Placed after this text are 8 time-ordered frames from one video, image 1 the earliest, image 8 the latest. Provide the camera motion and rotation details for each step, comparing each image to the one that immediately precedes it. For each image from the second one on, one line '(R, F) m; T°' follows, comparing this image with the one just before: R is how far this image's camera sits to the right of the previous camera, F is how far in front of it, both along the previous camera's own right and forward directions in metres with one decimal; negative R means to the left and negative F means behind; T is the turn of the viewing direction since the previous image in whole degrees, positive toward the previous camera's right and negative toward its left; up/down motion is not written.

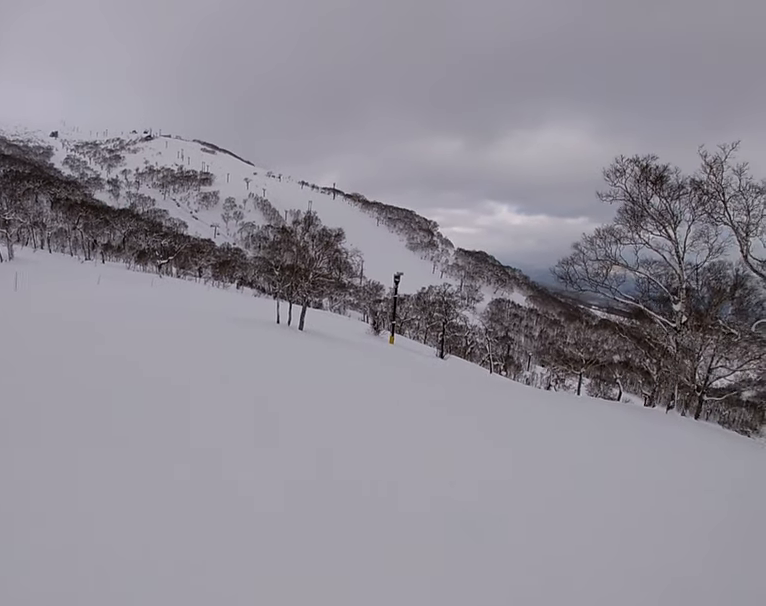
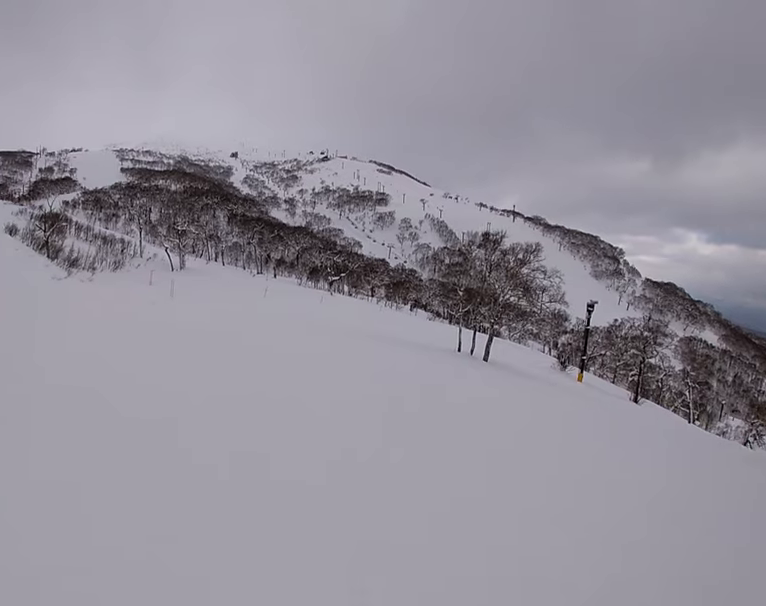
(-1.4, +5.3) m; -20°
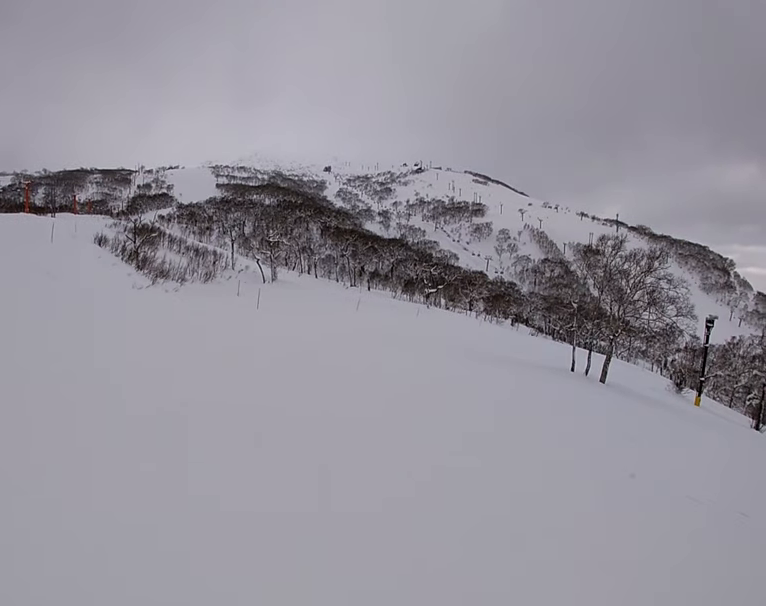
(-0.6, +2.9) m; +1°
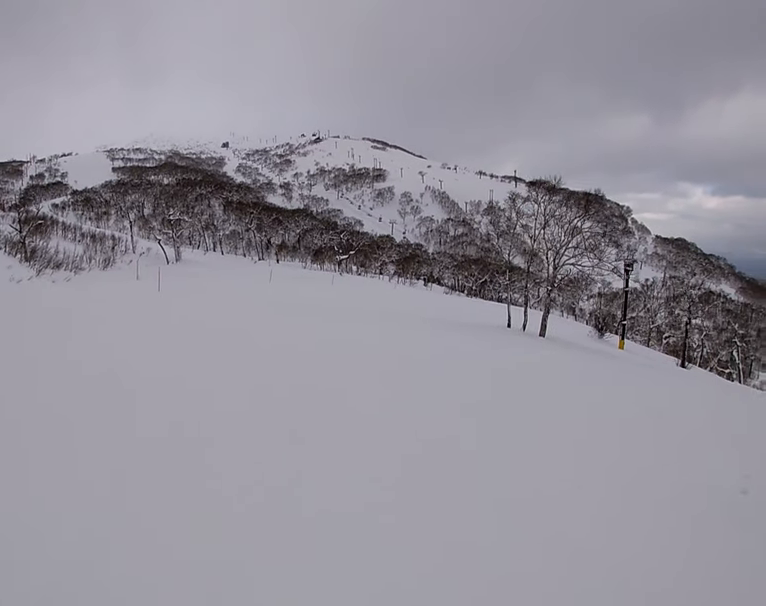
(+1.1, +4.4) m; +11°
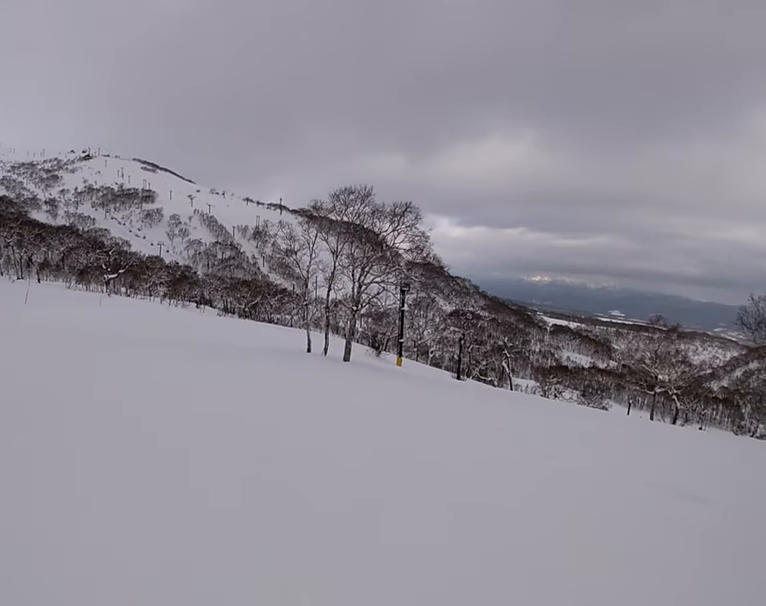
(+0.6, +6.4) m; +13°
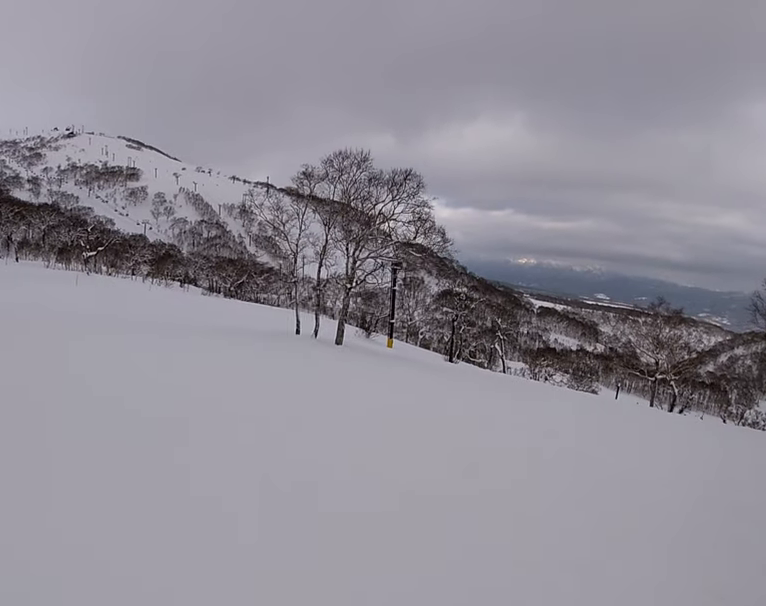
(+0.5, +3.1) m; +1°
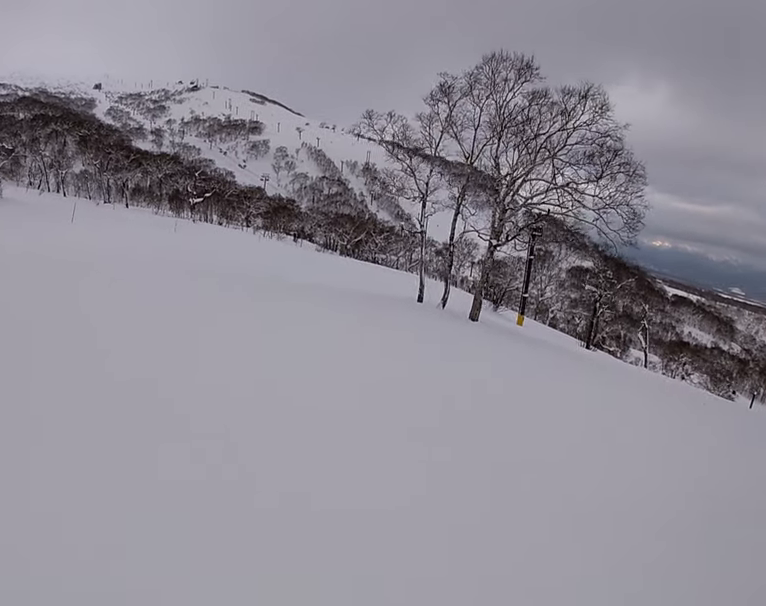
(-1.3, +5.6) m; -24°
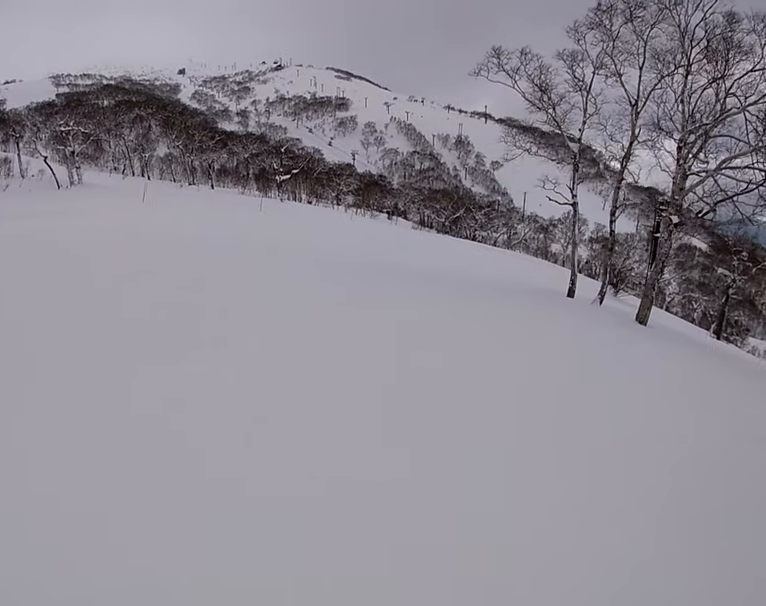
(-0.9, +4.1) m; -2°
